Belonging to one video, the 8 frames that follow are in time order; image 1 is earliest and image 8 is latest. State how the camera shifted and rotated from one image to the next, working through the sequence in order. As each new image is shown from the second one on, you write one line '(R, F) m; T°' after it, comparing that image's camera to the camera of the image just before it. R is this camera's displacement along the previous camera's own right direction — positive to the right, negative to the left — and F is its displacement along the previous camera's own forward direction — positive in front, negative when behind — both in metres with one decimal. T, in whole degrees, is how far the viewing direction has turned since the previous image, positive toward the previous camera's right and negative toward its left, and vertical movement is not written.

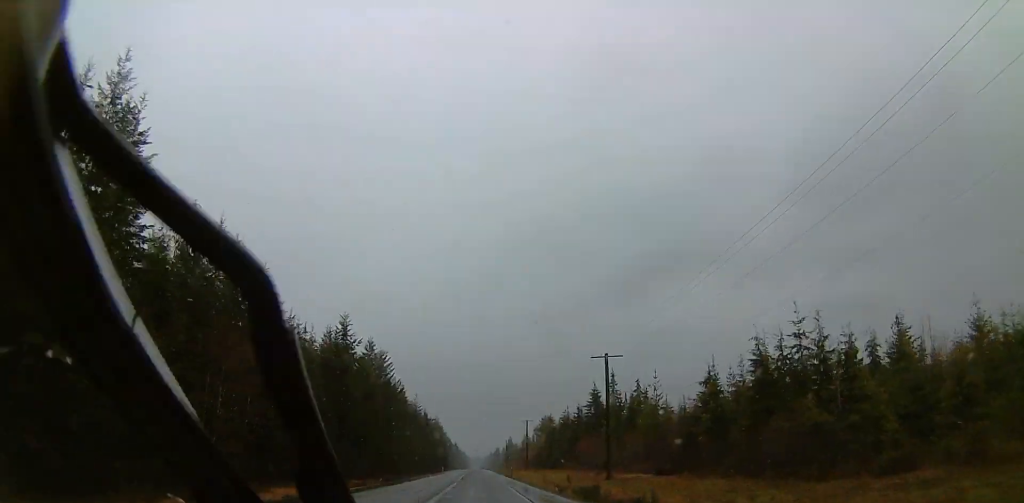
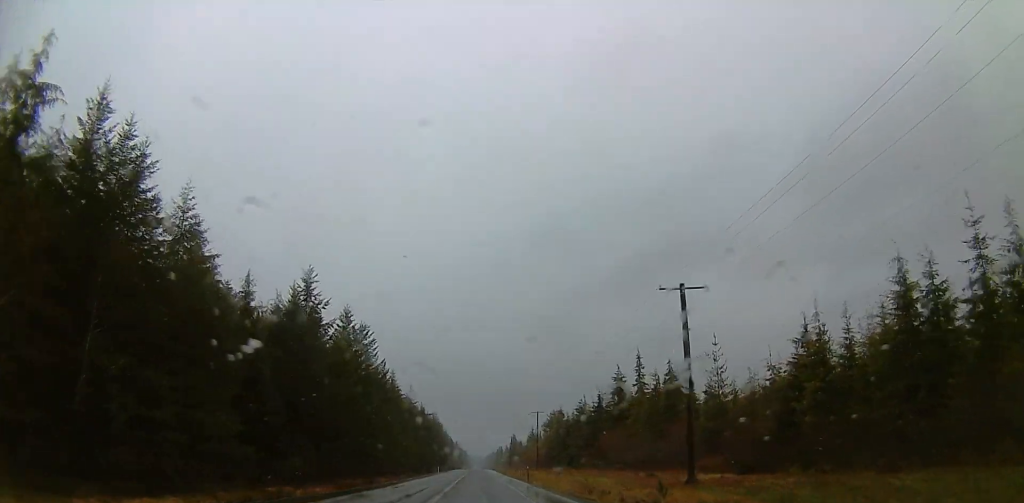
(-0.2, +23.7) m; +1°
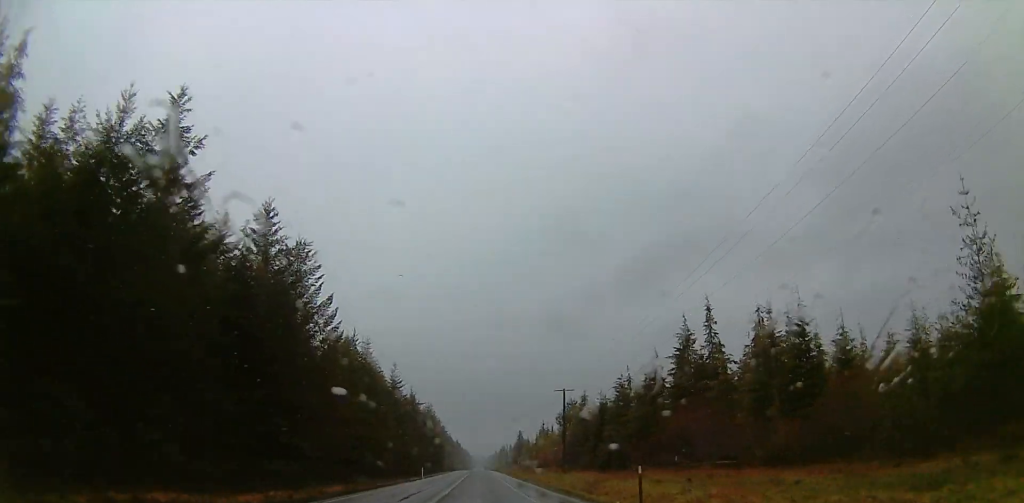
(+1.0, +40.3) m; +2°
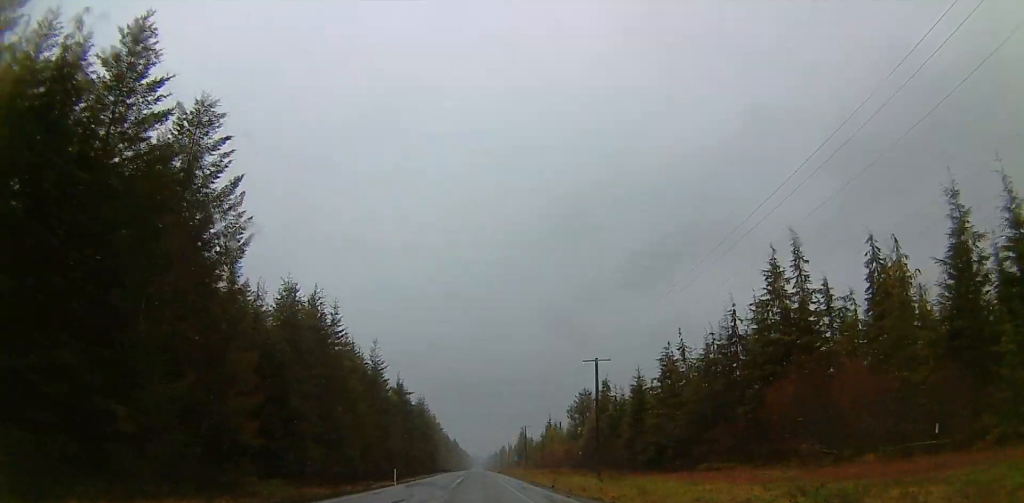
(+0.1, +27.5) m; 0°
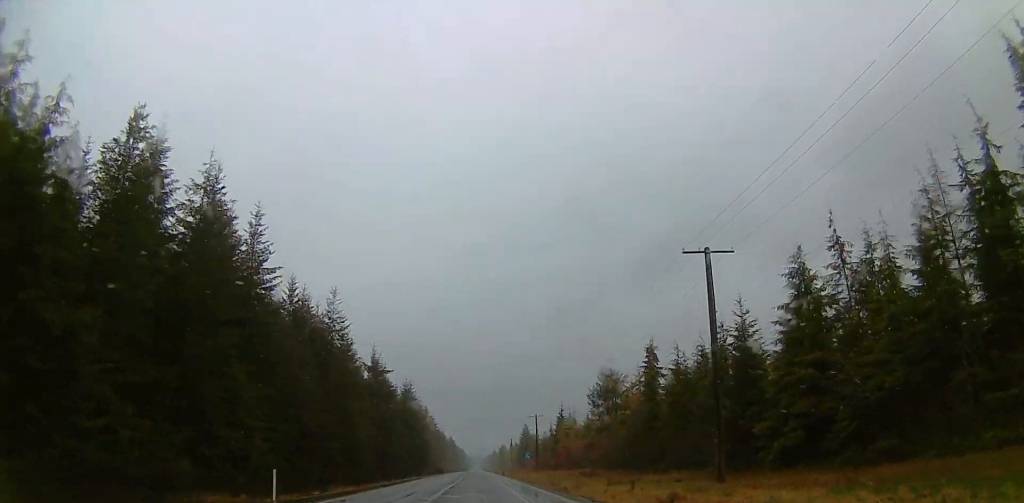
(0.0, +33.9) m; 0°
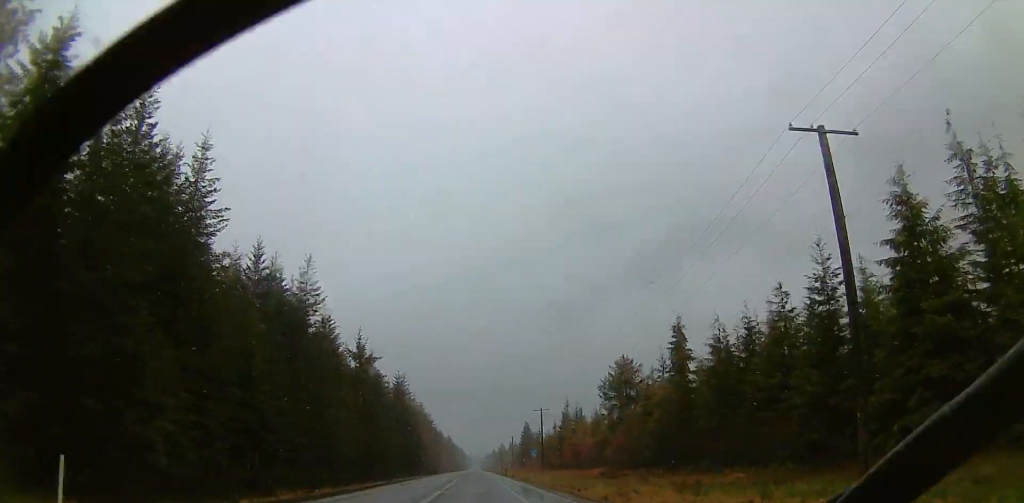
(0.0, +12.8) m; 0°
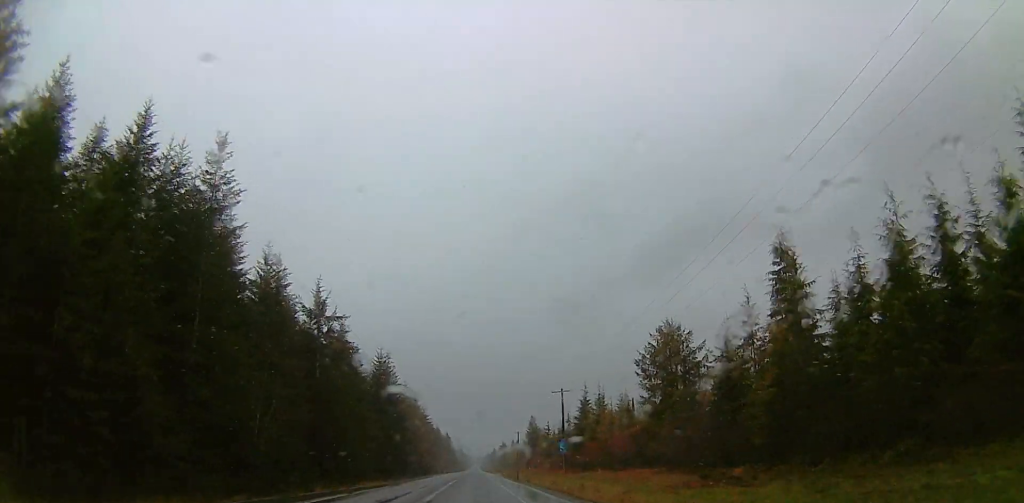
(-0.4, +26.4) m; -3°
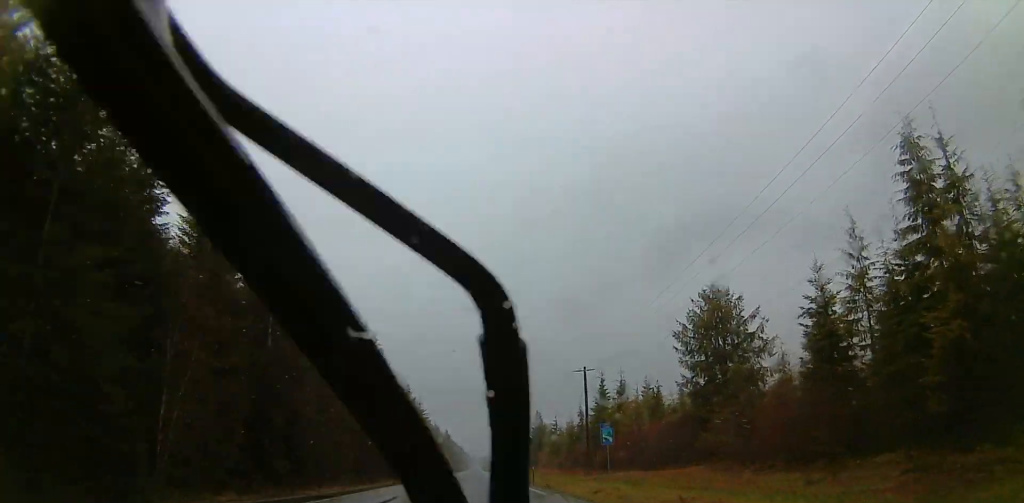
(-0.6, +16.0) m; -1°
